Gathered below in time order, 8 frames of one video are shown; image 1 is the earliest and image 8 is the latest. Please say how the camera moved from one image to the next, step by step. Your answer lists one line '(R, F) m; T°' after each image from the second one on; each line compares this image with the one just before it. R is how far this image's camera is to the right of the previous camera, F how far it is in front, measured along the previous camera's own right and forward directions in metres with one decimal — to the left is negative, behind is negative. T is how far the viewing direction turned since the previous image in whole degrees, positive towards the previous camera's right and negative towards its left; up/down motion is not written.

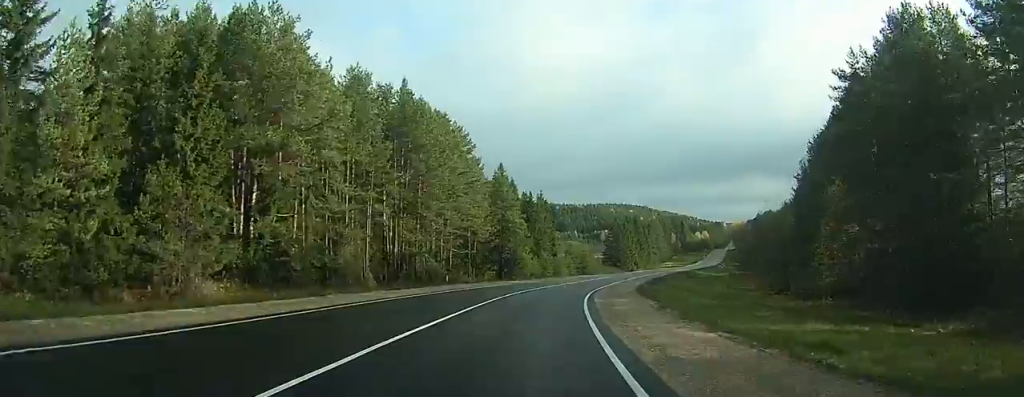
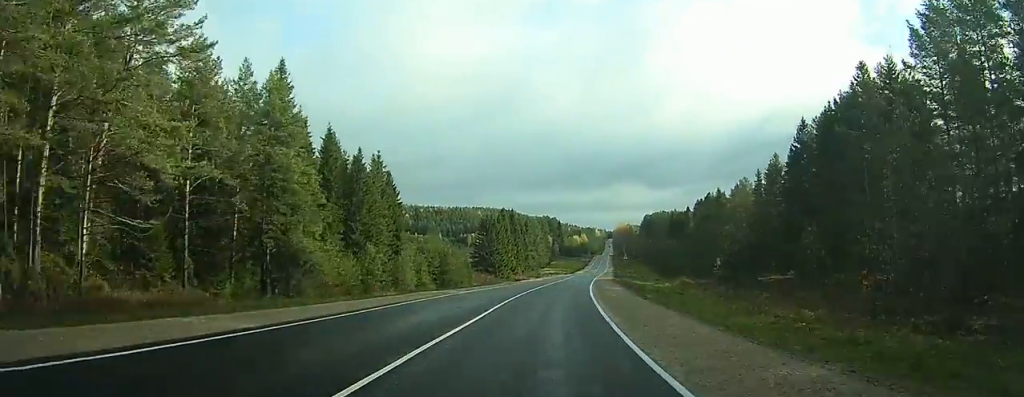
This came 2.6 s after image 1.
(+5.8, +48.2) m; +14°
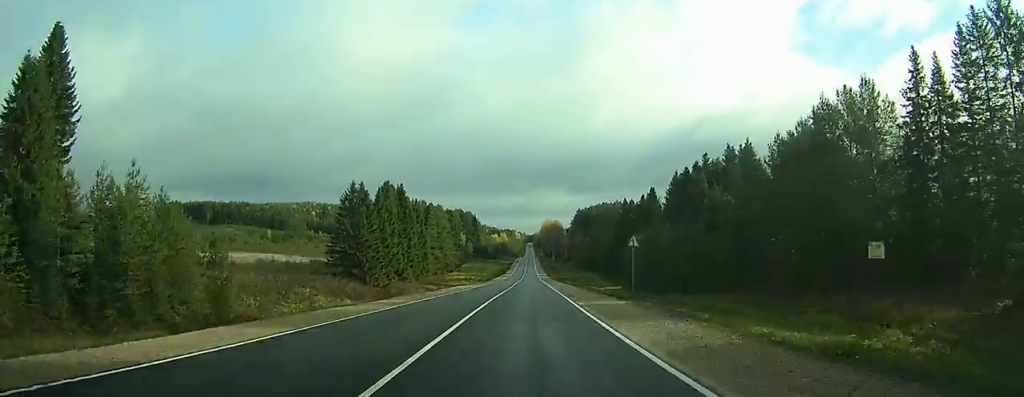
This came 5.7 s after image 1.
(+7.3, +61.5) m; +10°
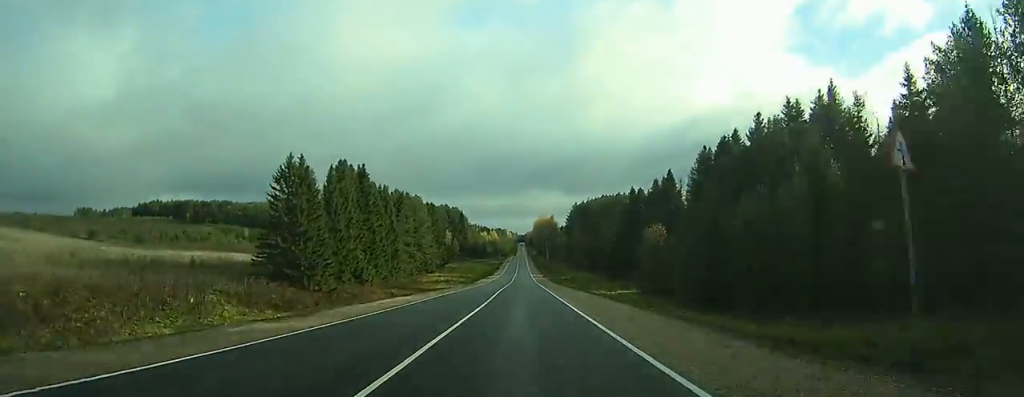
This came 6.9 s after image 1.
(+0.7, +25.5) m; +1°
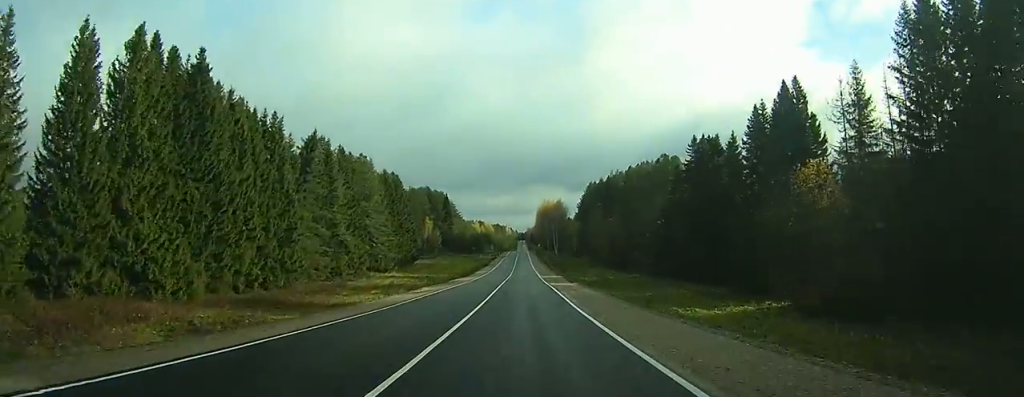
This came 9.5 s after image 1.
(-0.4, +58.5) m; -1°
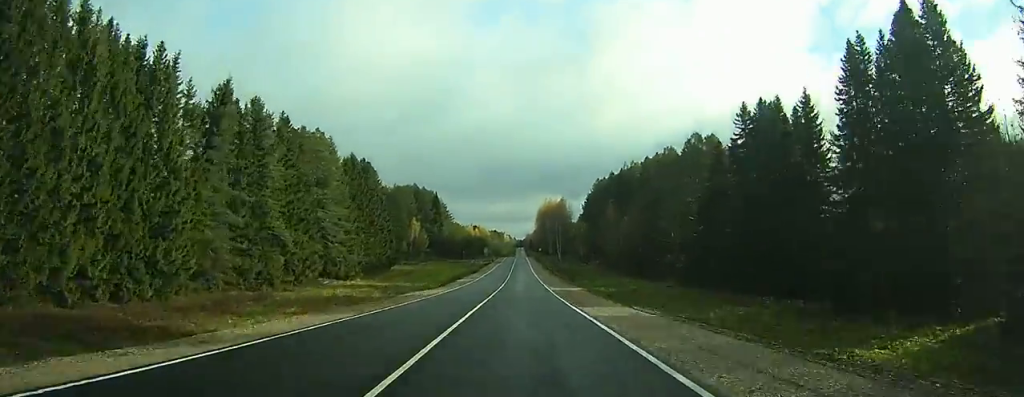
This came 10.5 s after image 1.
(-0.2, +24.6) m; 0°
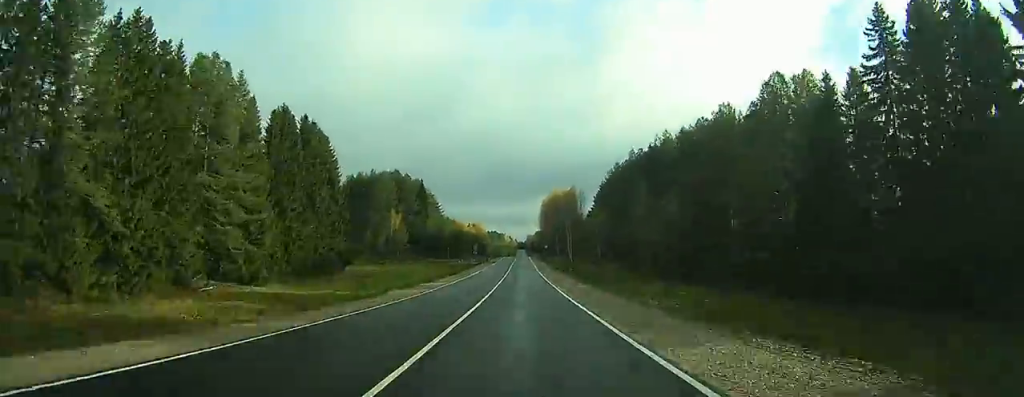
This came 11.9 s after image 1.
(0.0, +33.0) m; 0°
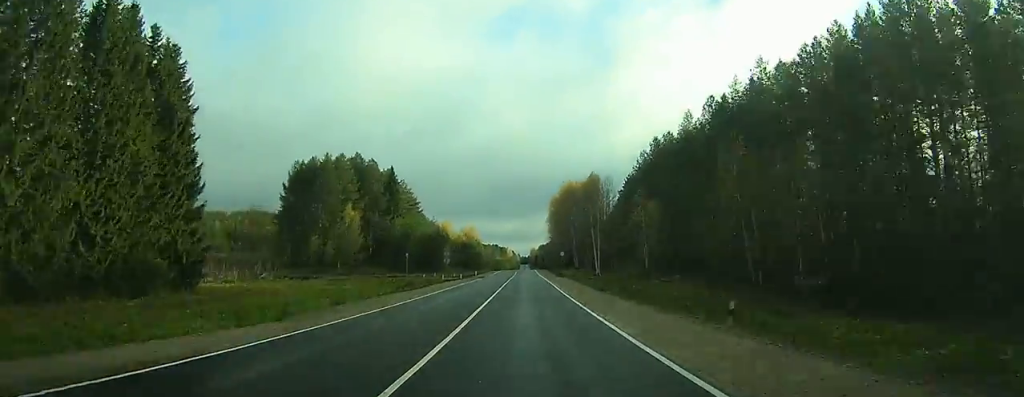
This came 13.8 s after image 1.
(-0.2, +44.4) m; 0°
